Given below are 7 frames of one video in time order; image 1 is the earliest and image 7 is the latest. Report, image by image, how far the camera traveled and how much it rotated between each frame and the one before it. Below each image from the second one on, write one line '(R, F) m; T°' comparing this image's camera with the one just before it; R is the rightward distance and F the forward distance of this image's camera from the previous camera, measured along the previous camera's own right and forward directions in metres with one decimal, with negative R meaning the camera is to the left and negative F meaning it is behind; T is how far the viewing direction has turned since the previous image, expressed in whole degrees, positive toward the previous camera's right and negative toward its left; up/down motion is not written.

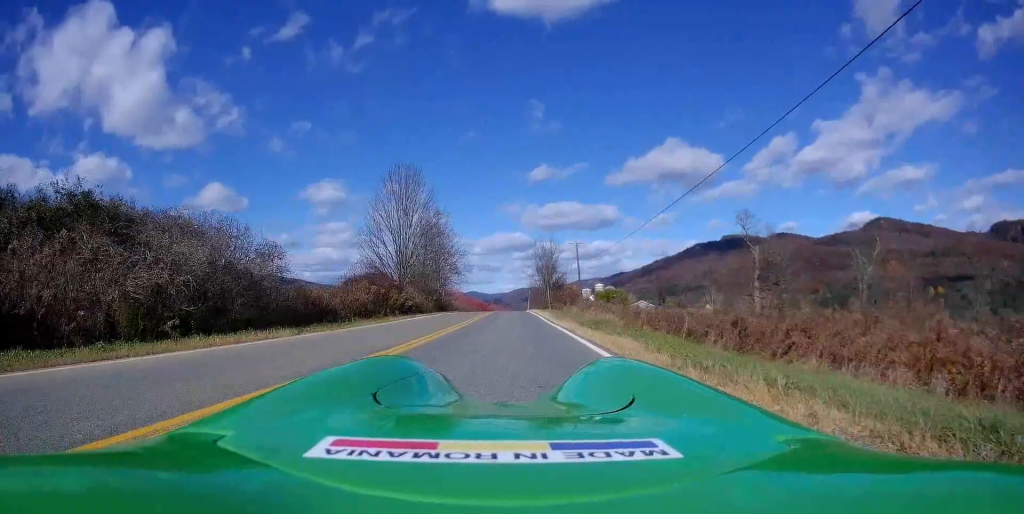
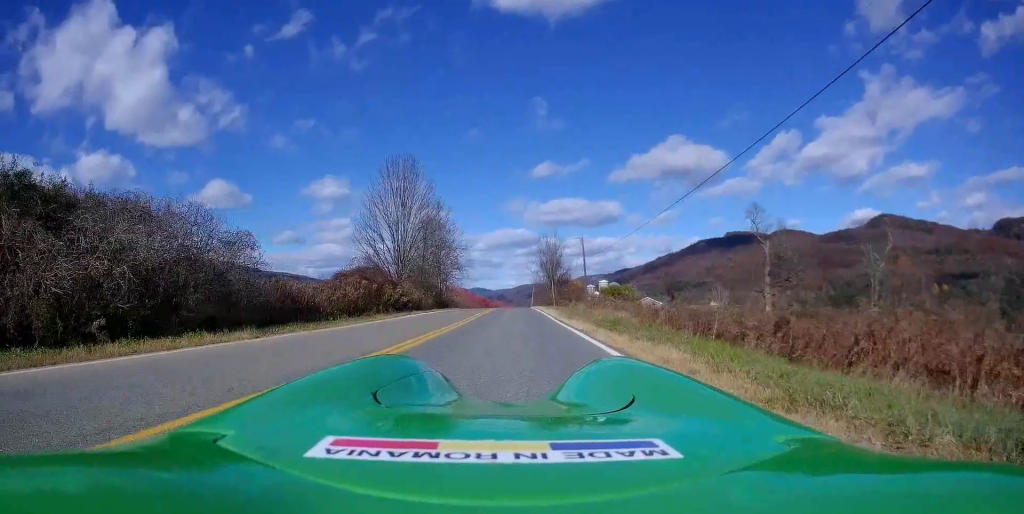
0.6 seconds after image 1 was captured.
(-0.1, +2.7) m; 0°
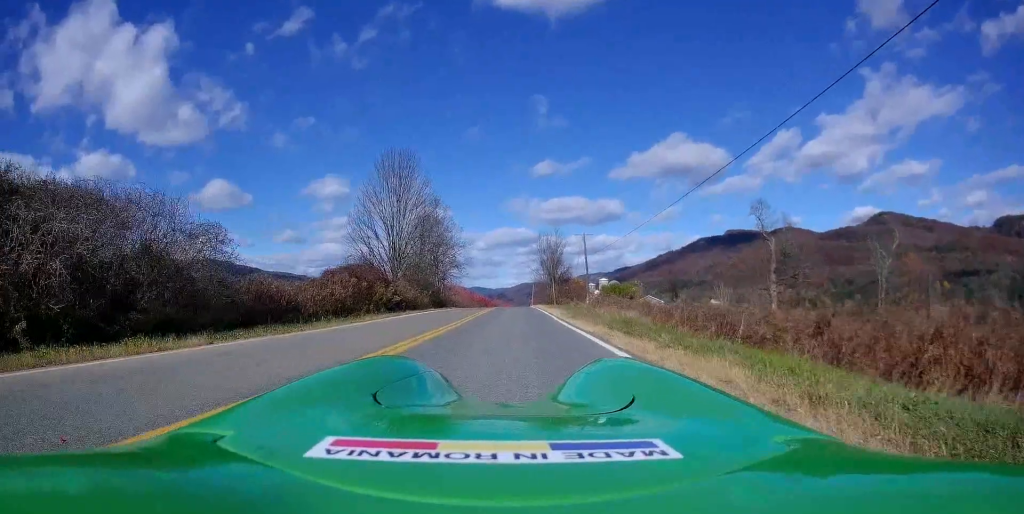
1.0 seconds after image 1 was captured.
(+0.1, +2.0) m; 0°
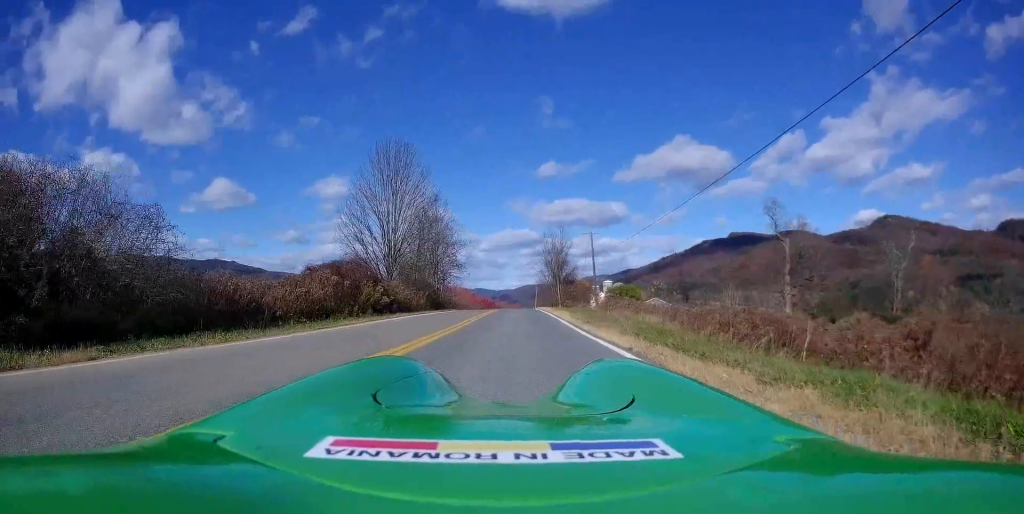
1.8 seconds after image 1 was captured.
(+0.1, +3.6) m; 0°
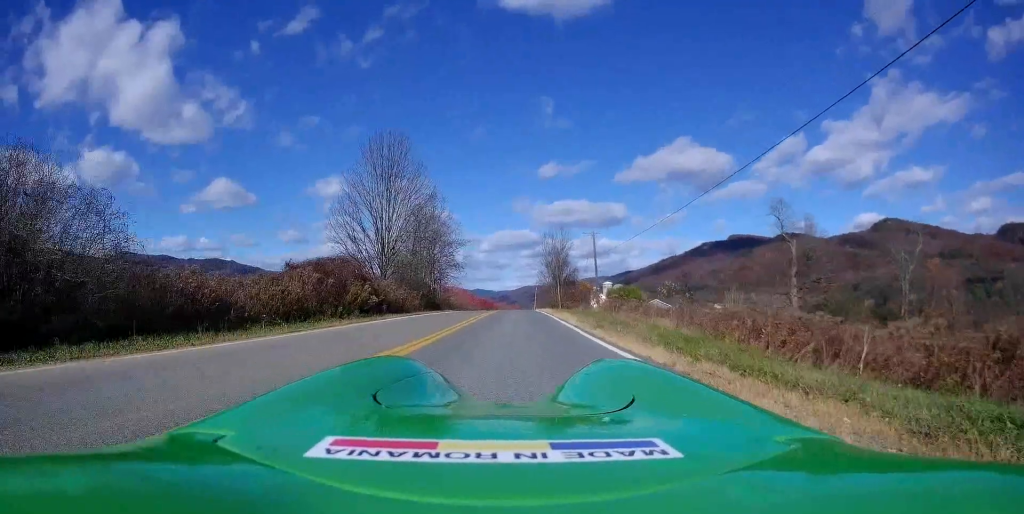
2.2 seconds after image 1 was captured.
(-0.1, +2.2) m; 0°
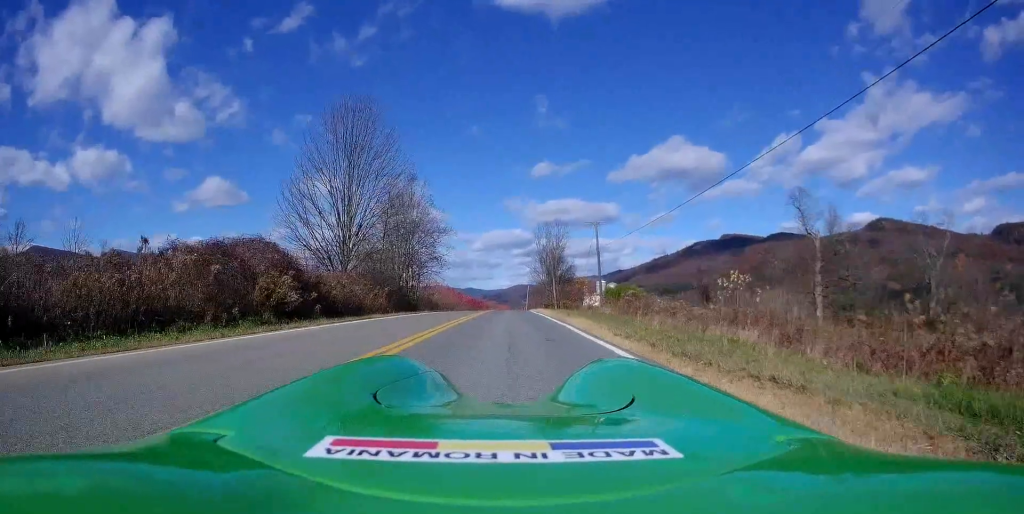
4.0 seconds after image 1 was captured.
(+0.1, +9.1) m; 0°
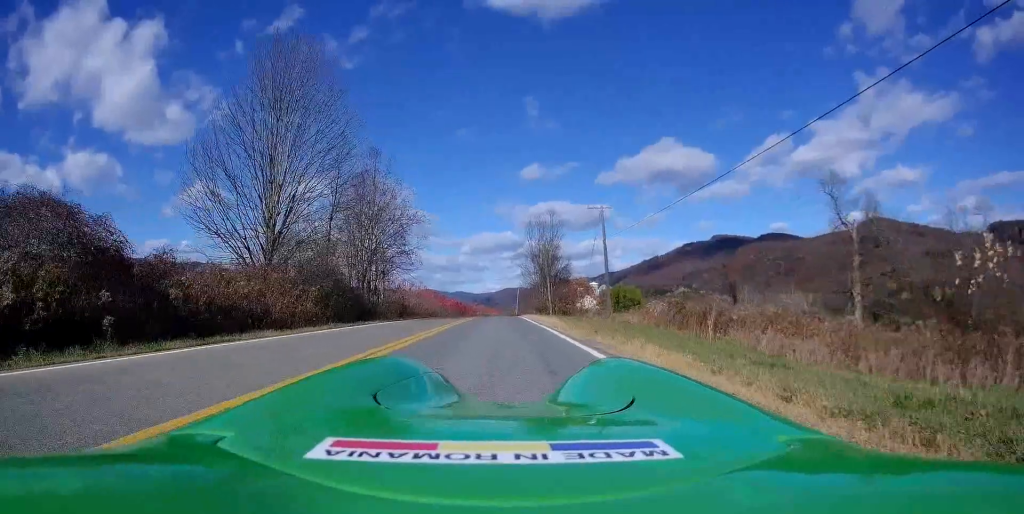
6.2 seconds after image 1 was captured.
(+0.5, +11.4) m; +4°
